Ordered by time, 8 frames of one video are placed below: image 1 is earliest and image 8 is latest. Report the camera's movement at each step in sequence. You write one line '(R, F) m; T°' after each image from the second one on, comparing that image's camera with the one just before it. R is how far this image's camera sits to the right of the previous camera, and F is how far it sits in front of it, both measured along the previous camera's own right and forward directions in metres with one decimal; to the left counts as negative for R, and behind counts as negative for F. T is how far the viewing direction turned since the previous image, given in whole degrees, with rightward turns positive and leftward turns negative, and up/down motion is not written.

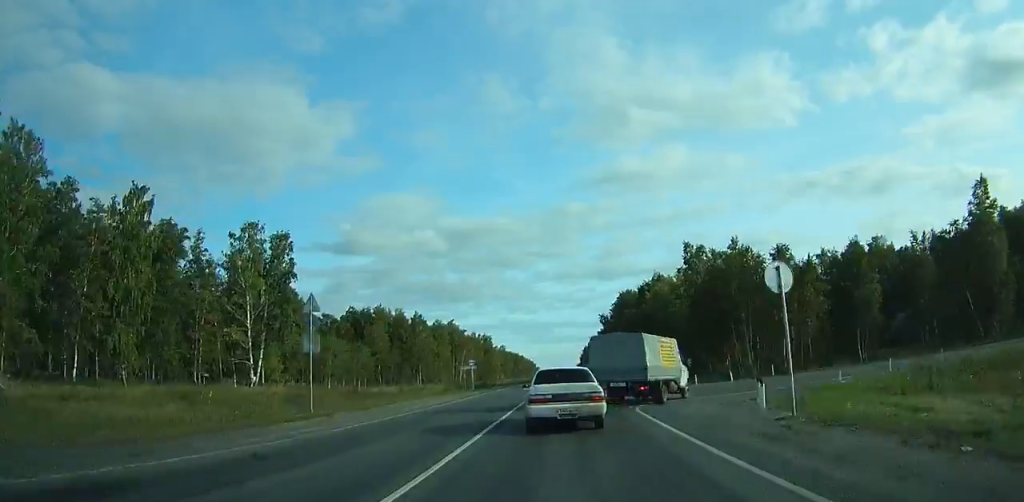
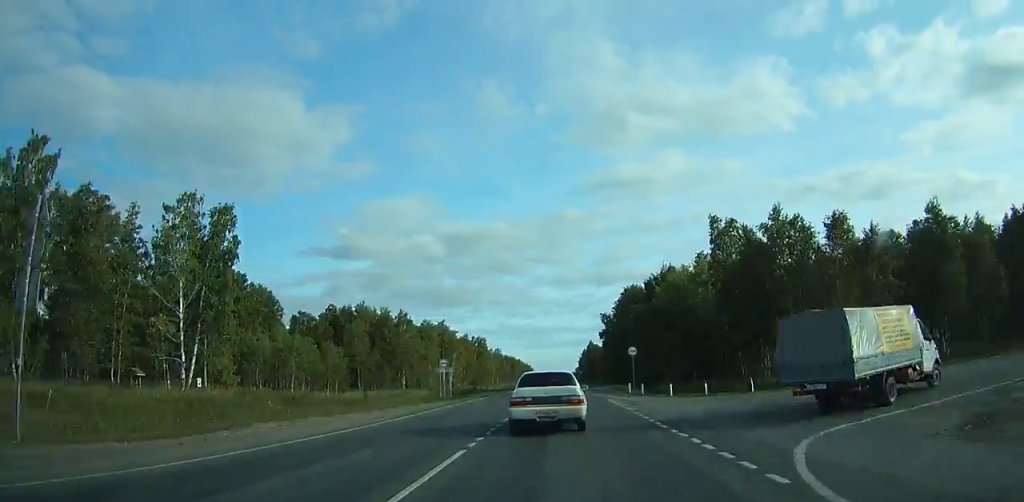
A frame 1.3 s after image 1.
(0.0, +15.1) m; 0°
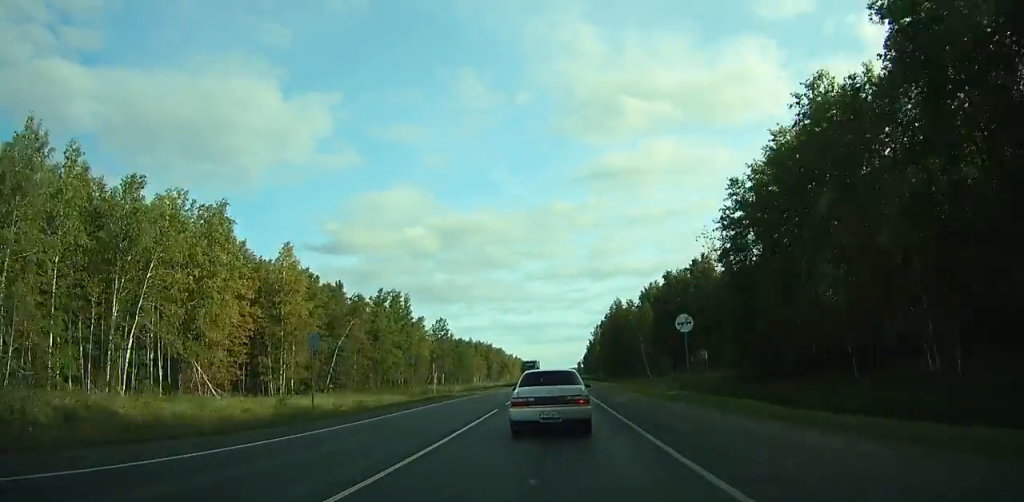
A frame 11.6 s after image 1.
(+0.1, +130.7) m; 0°
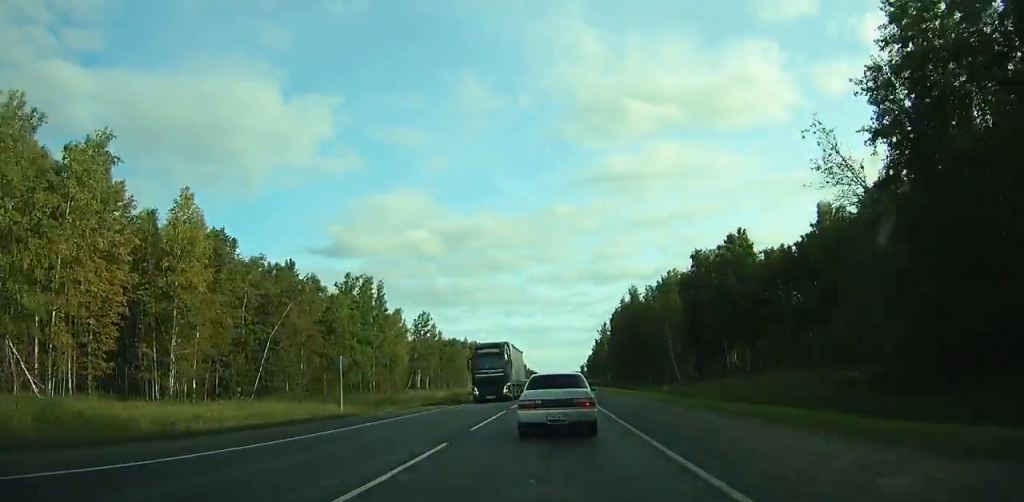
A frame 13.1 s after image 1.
(+0.2, +22.5) m; 0°
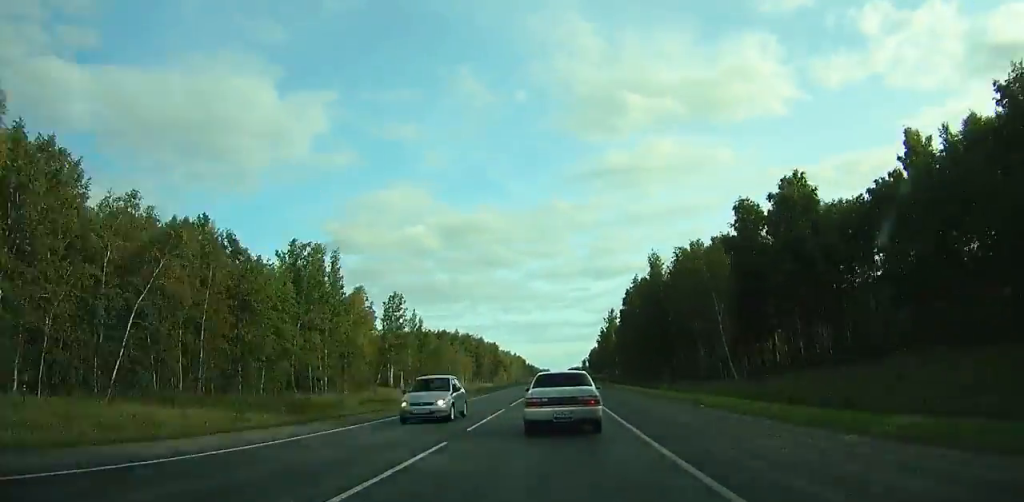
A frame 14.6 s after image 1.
(0.0, +23.9) m; 0°
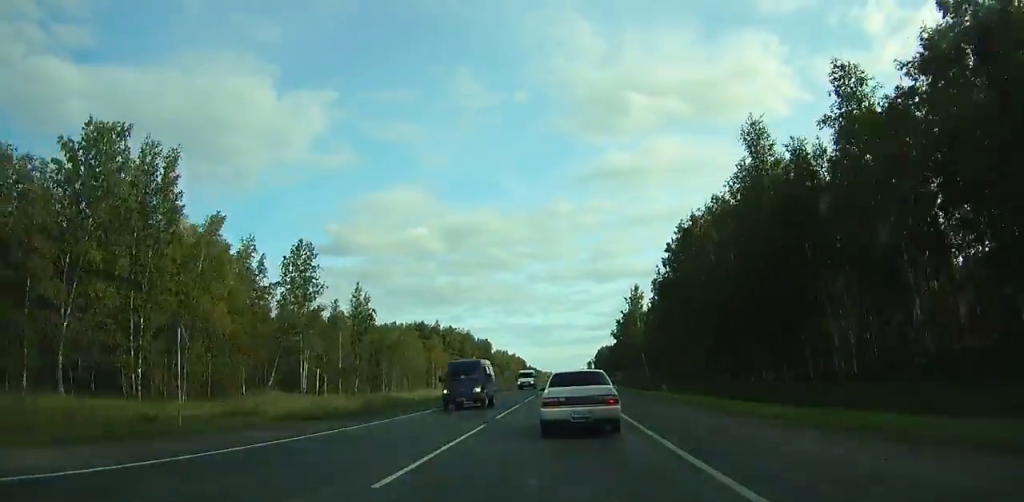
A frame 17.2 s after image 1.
(-0.1, +44.2) m; 0°
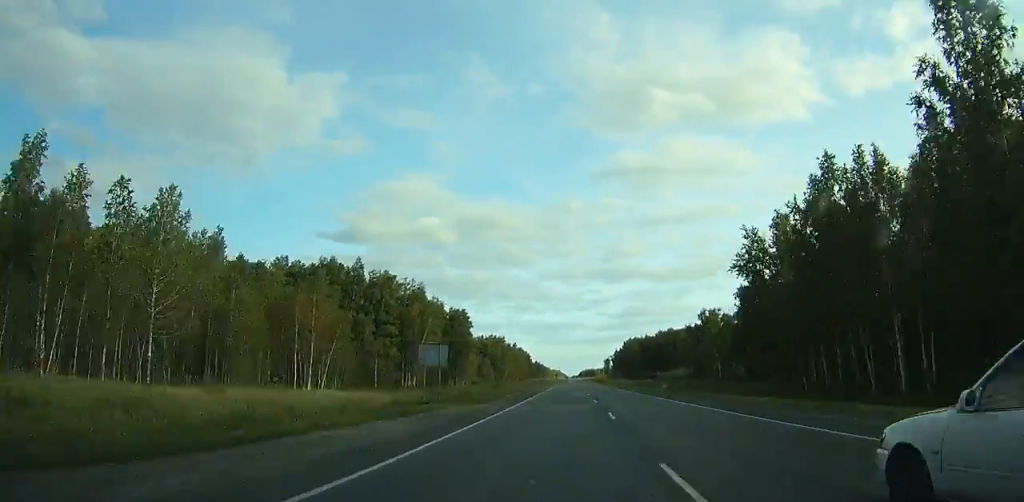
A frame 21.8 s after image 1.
(-1.4, +90.6) m; -1°
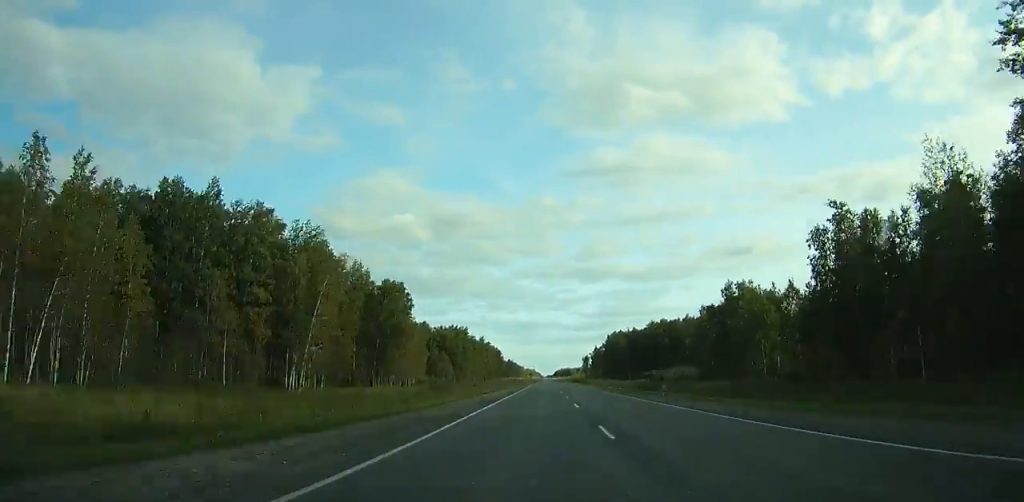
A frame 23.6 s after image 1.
(+0.1, +39.8) m; +1°
